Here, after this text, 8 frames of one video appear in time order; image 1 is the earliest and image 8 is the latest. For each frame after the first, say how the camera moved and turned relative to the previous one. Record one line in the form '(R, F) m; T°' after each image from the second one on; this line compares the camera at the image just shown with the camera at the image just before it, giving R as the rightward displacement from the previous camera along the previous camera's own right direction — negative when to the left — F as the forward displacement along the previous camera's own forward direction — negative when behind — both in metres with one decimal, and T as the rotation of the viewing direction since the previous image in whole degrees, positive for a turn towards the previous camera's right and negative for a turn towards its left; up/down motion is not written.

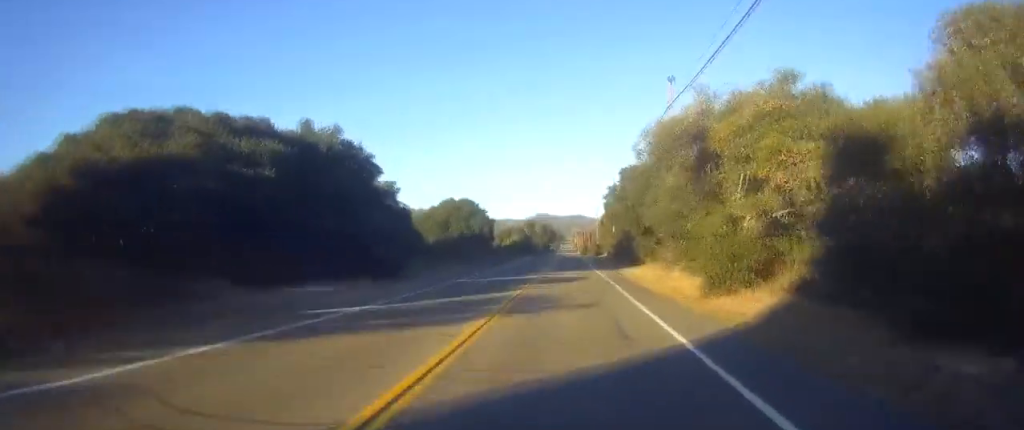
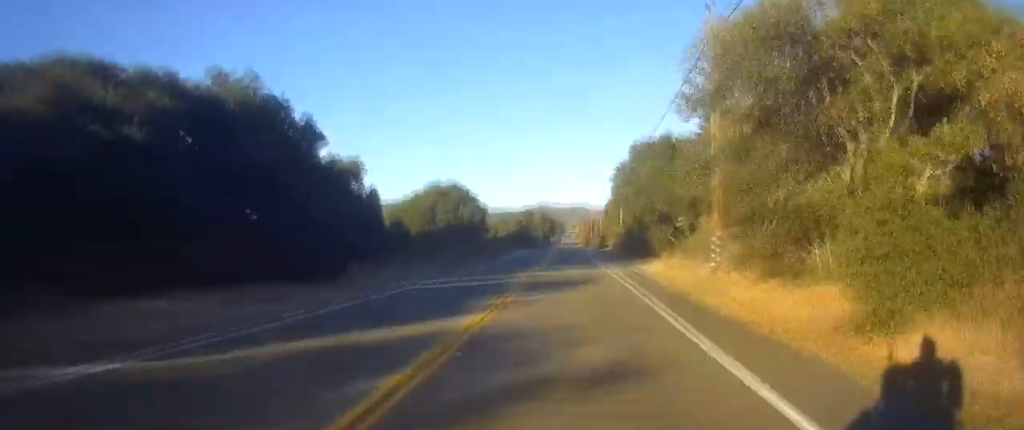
(0.0, +11.6) m; 0°
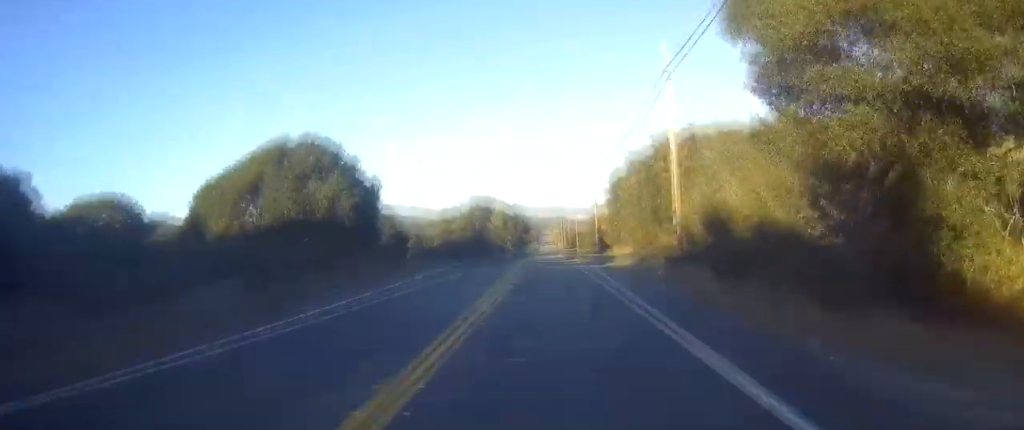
(-0.5, +46.9) m; 0°
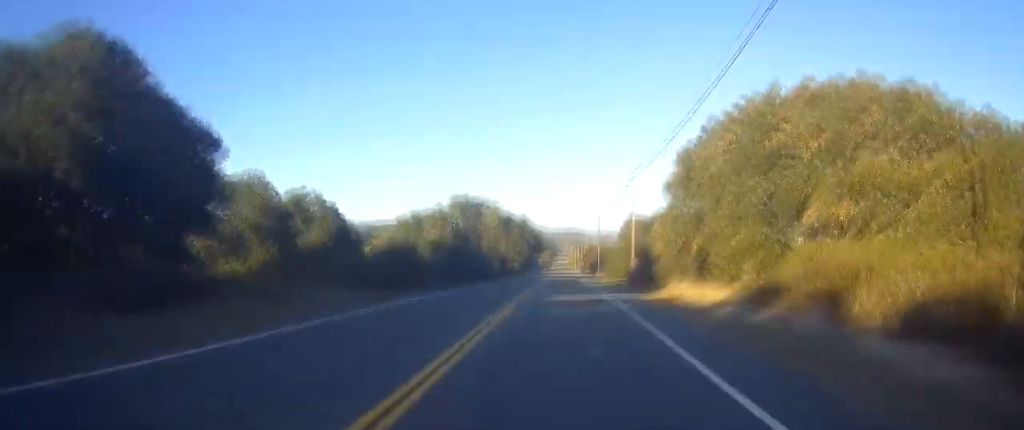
(0.0, +26.1) m; 0°
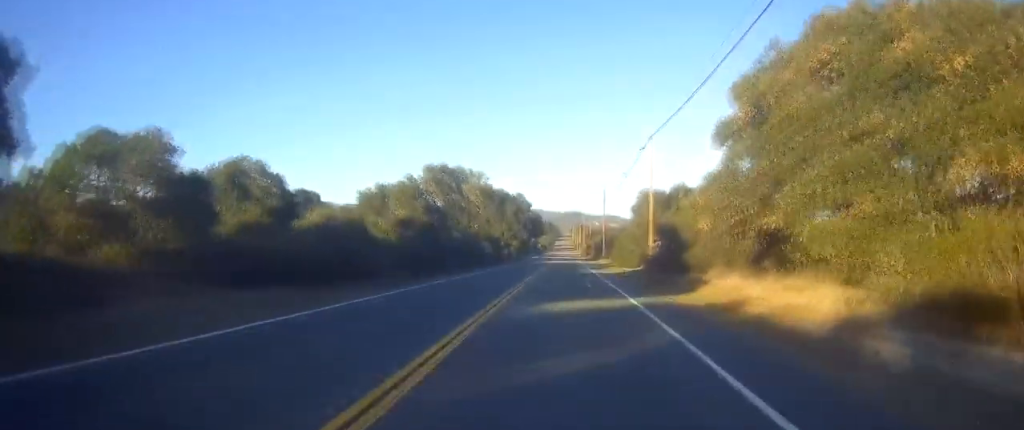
(+0.1, +11.3) m; 0°
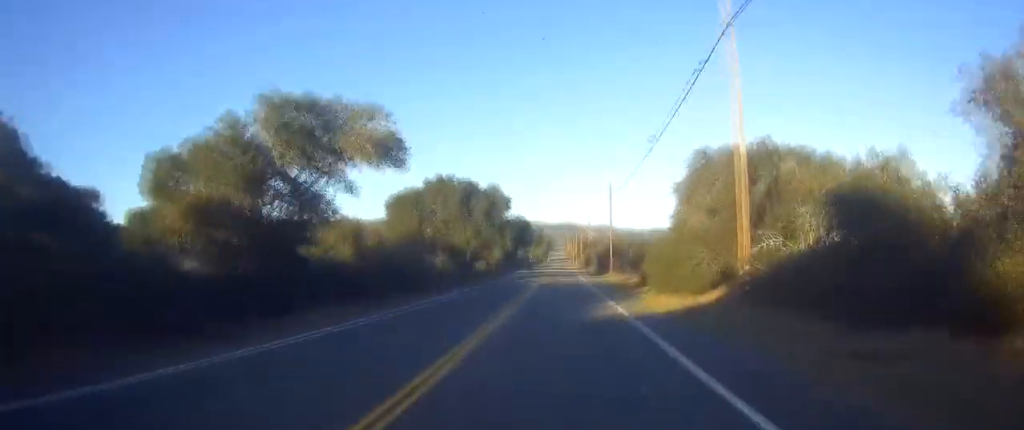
(-0.2, +25.2) m; 0°
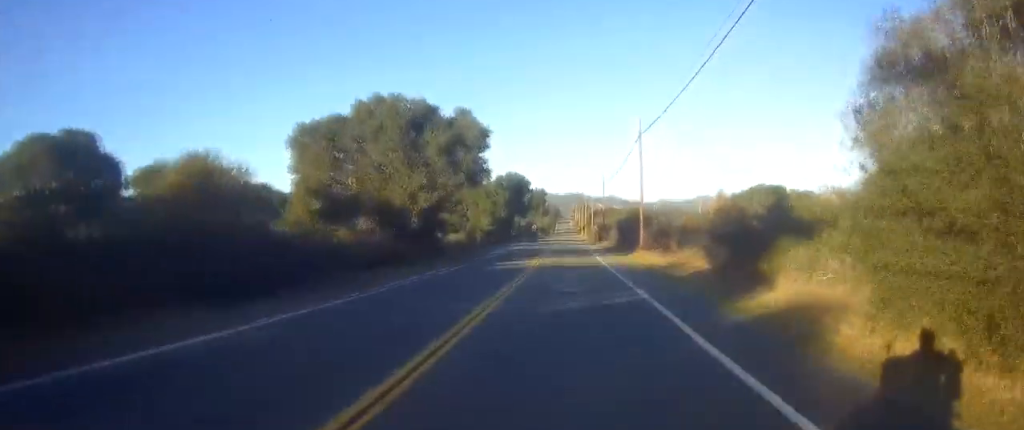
(+0.3, +24.0) m; +1°
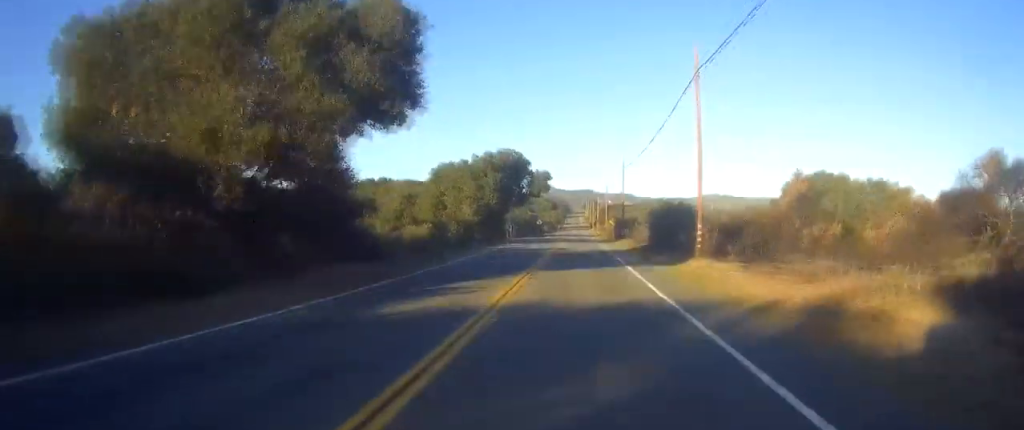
(+0.2, +21.3) m; 0°
